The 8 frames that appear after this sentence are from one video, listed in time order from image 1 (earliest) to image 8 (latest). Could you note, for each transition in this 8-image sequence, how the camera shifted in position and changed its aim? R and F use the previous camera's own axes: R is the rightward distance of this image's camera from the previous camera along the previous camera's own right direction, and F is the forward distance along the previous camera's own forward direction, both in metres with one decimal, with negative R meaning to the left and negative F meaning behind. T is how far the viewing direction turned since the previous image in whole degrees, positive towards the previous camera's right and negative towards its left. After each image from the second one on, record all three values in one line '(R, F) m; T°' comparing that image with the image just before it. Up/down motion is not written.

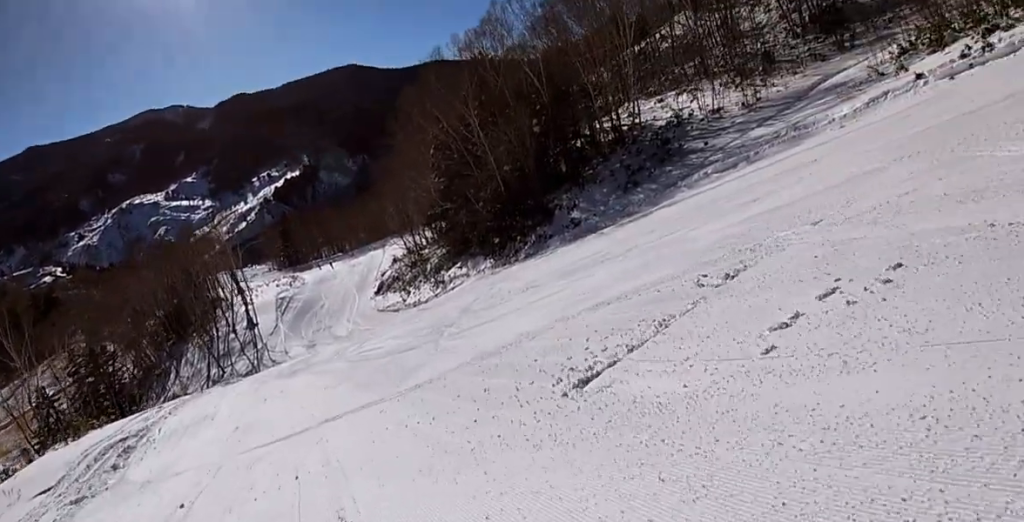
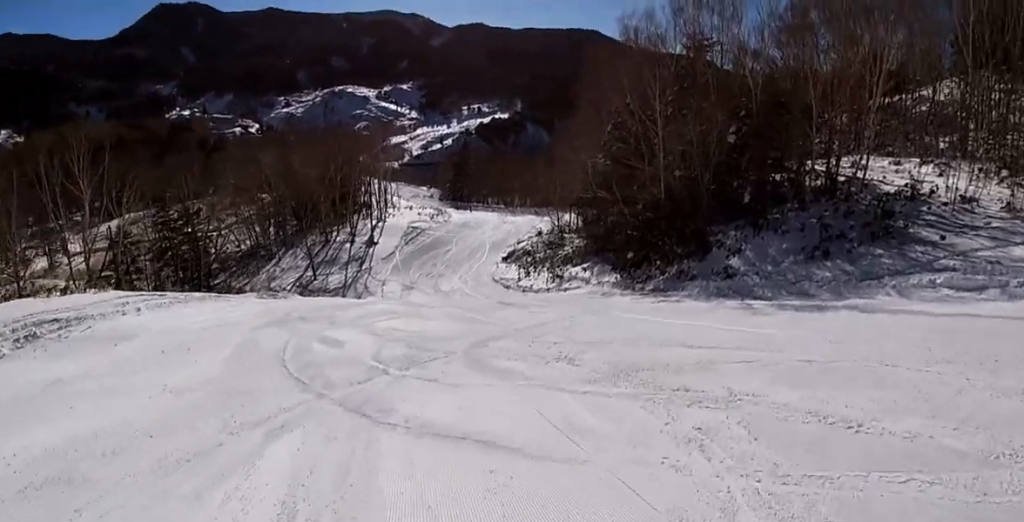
(-0.1, +10.0) m; -14°
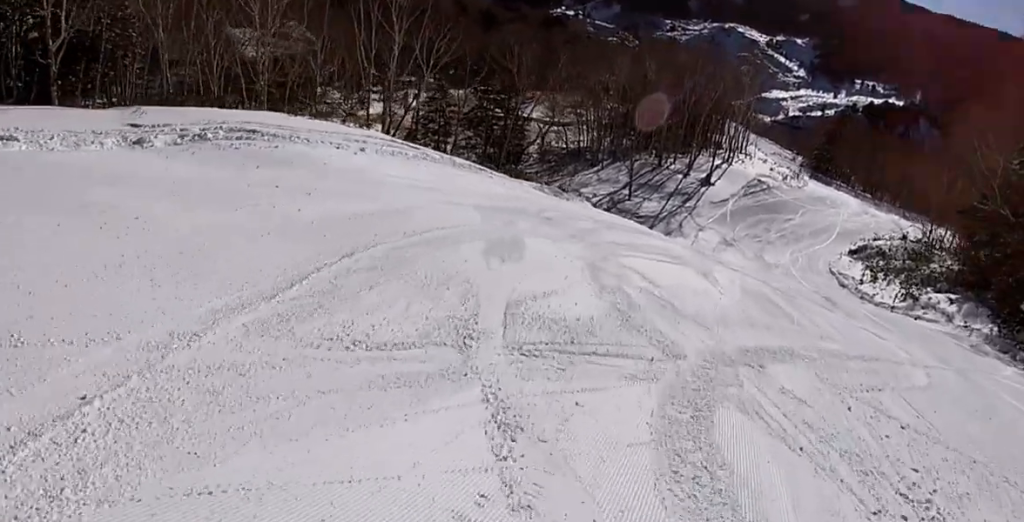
(-1.8, +6.8) m; -31°
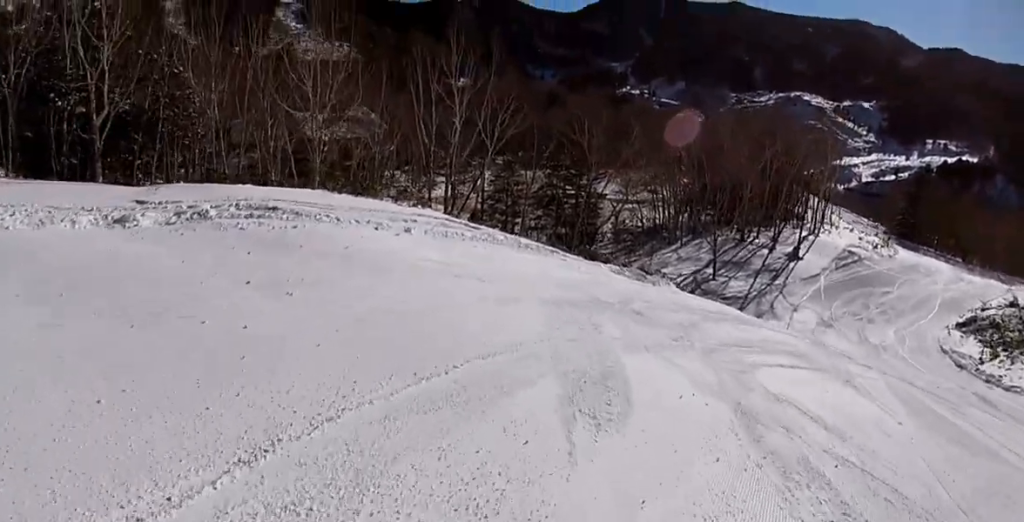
(-0.8, +4.3) m; +3°
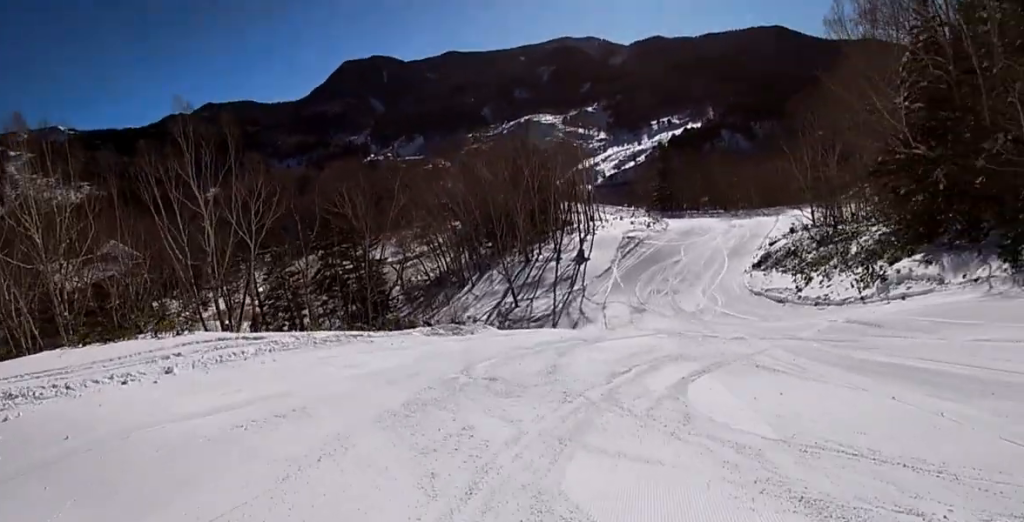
(0.0, +3.7) m; +6°
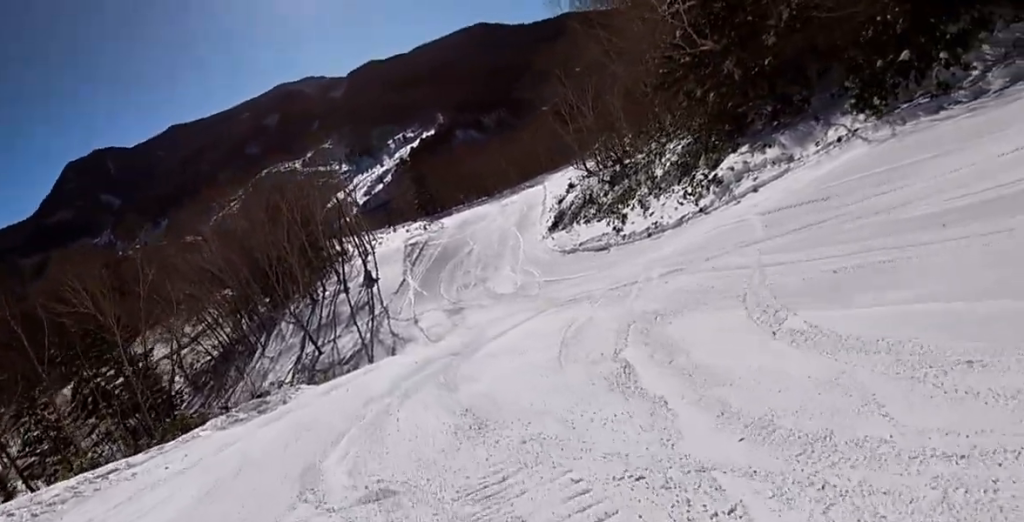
(+1.3, +6.8) m; +16°
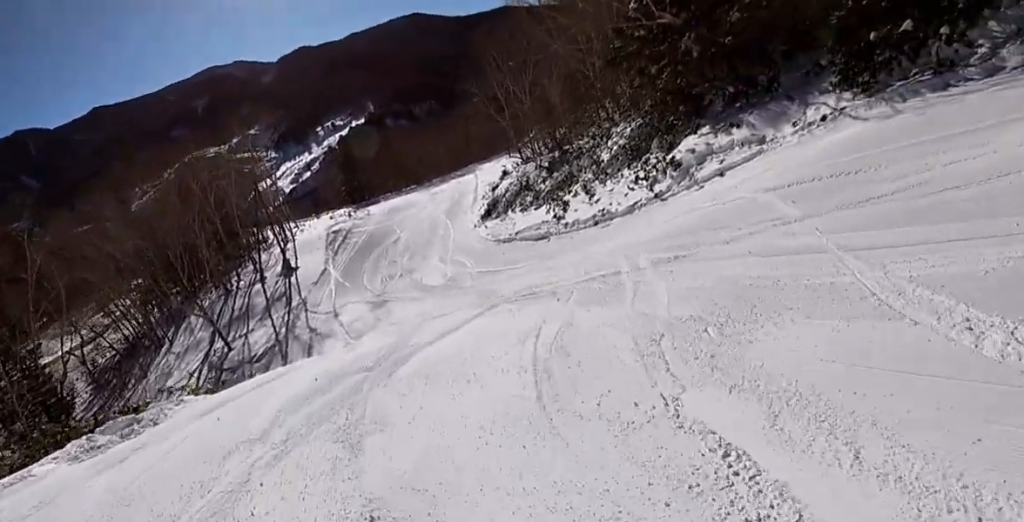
(+0.4, +3.9) m; 0°
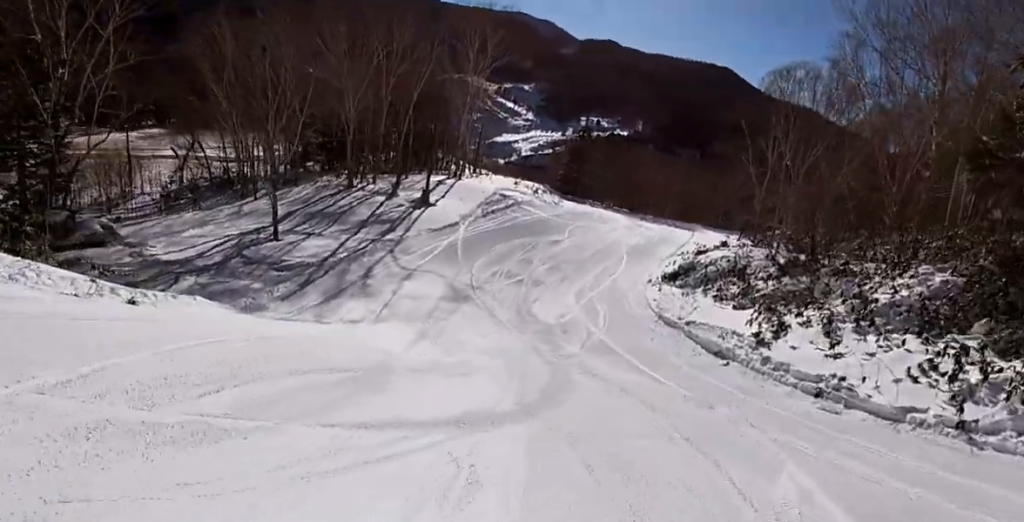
(-0.4, +15.2) m; -2°
